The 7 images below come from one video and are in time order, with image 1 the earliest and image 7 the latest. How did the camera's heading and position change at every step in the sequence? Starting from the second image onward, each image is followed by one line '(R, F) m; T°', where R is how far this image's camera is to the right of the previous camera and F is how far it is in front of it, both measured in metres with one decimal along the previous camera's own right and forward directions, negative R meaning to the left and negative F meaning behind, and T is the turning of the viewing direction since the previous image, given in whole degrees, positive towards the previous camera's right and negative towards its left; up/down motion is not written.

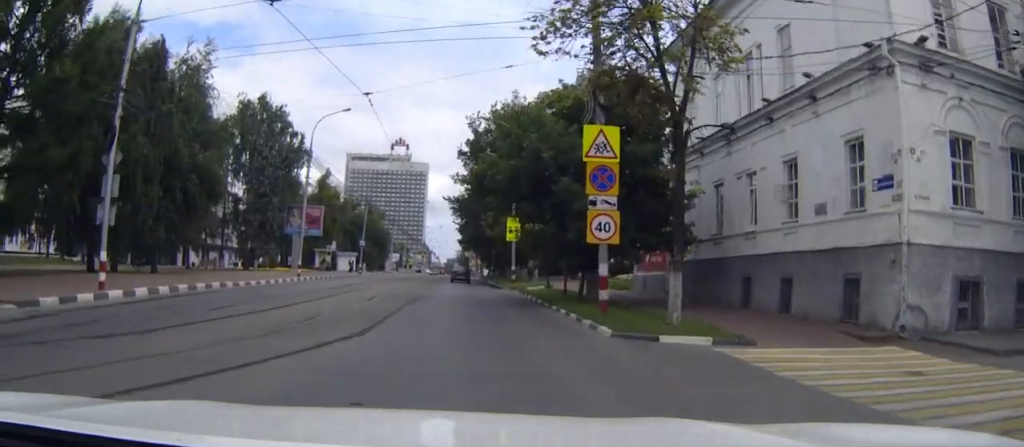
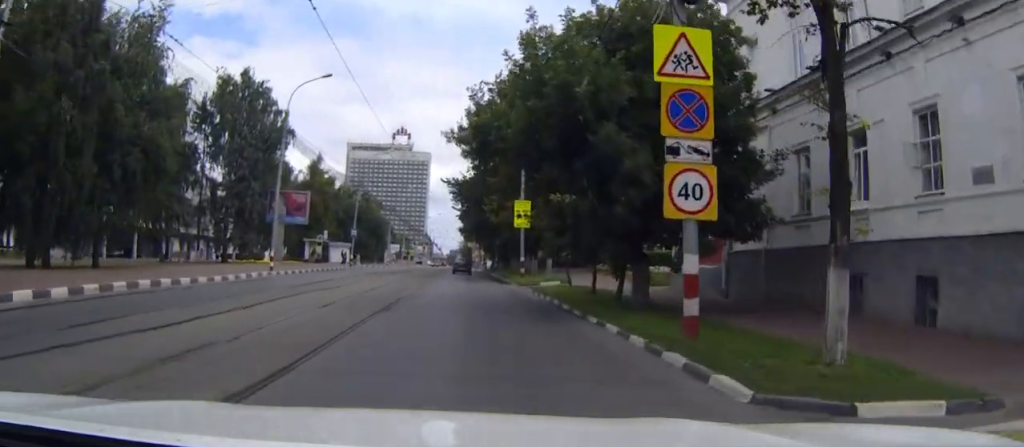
(-0.1, +7.4) m; -1°
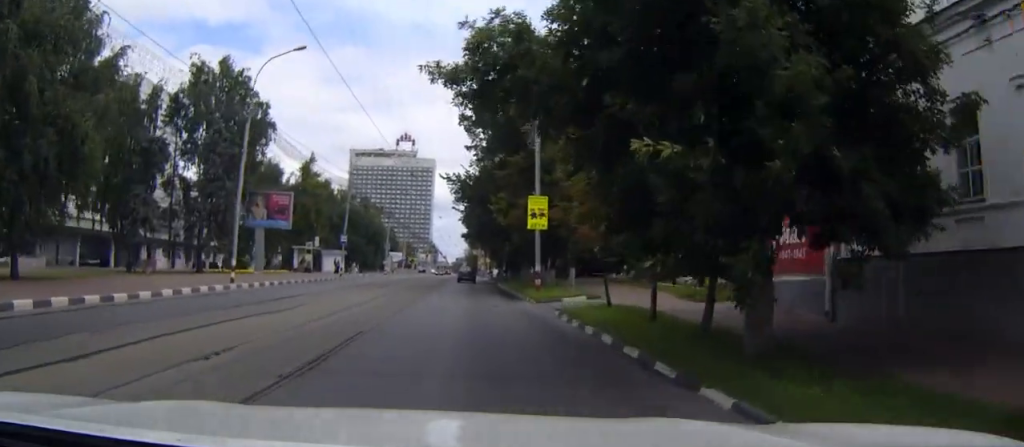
(0.0, +7.8) m; -1°
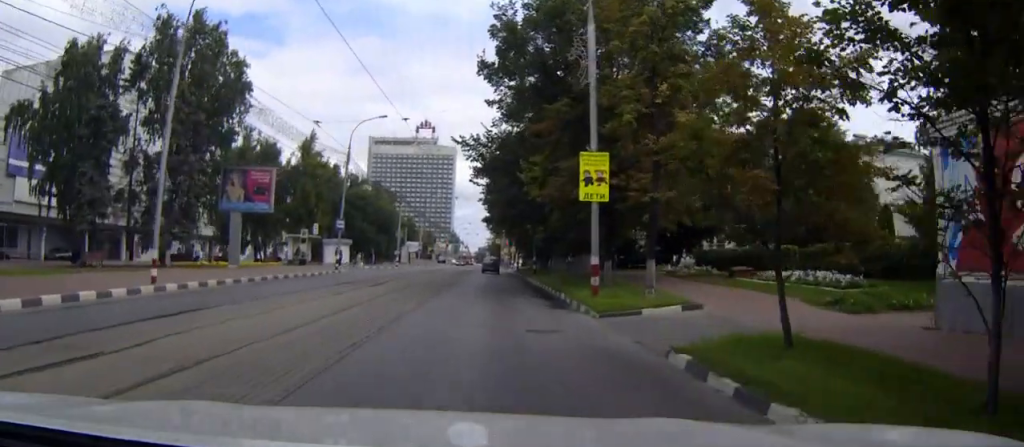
(-0.2, +11.0) m; -1°
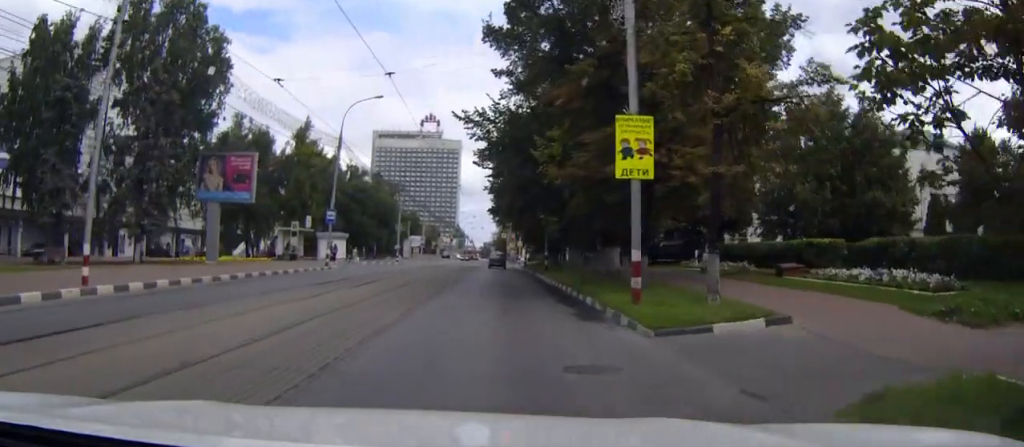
(+0.1, +5.2) m; 0°
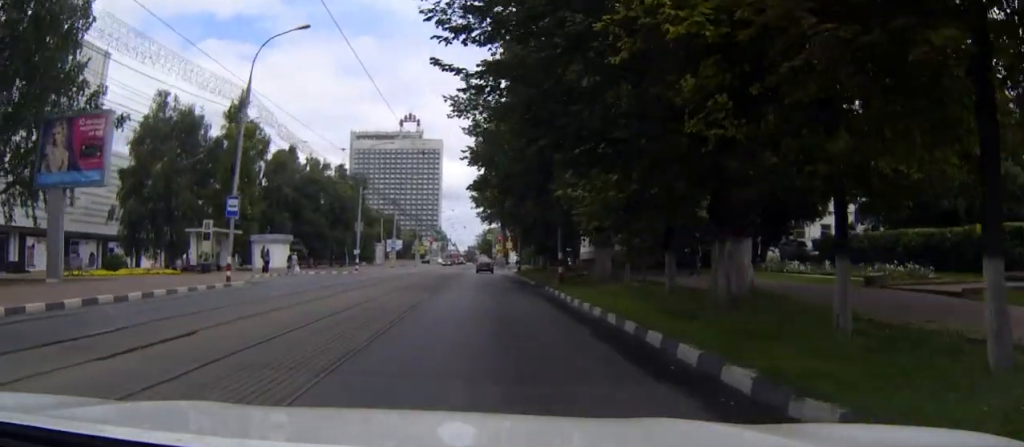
(+0.1, +17.3) m; +1°
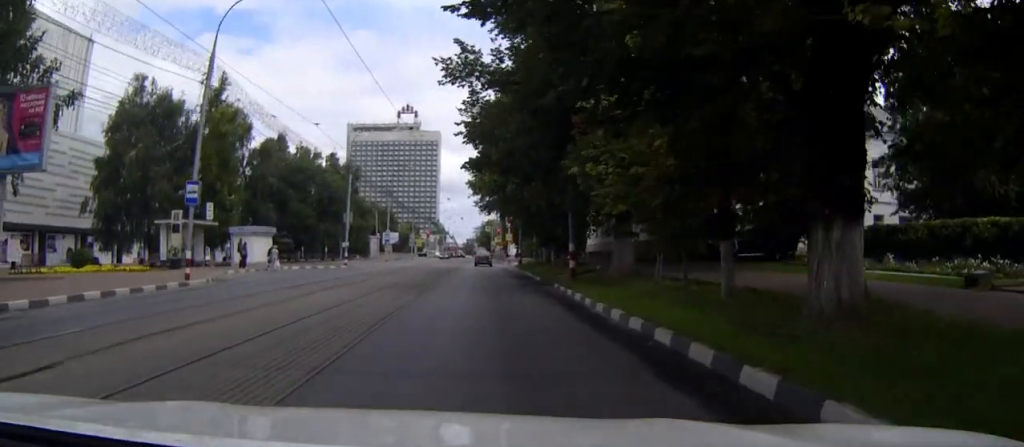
(0.0, +4.6) m; 0°
